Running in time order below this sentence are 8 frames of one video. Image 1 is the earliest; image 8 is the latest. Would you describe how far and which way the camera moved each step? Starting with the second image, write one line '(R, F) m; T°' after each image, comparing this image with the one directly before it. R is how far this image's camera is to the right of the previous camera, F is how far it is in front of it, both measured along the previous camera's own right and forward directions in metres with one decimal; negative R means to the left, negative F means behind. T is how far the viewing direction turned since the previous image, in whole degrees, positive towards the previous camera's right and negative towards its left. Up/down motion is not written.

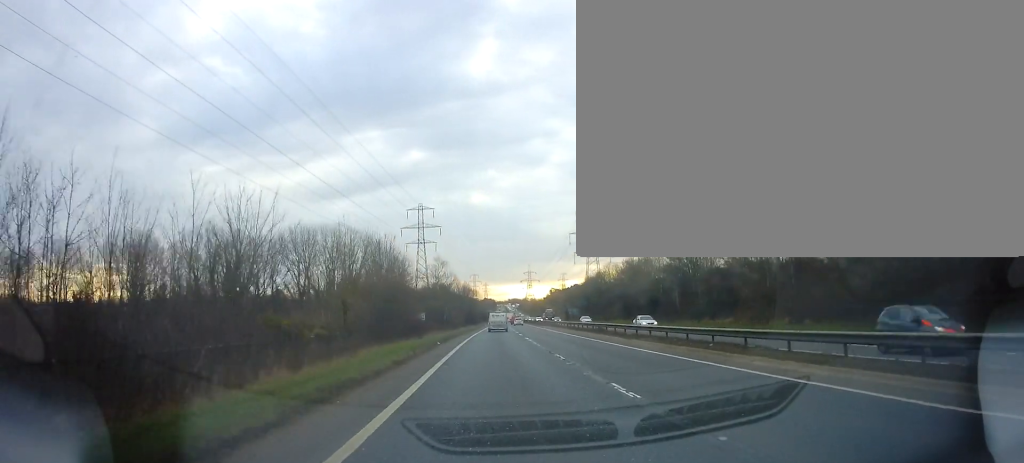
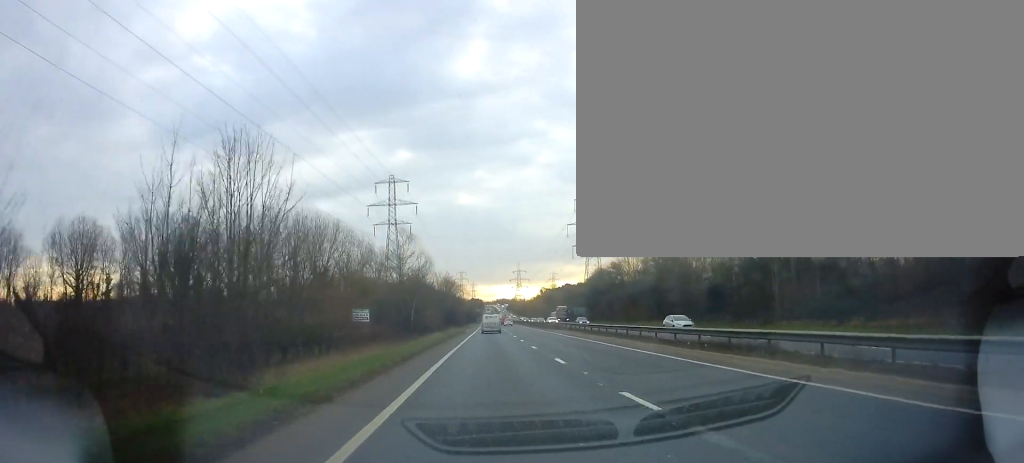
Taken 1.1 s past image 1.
(+0.1, +30.4) m; 0°
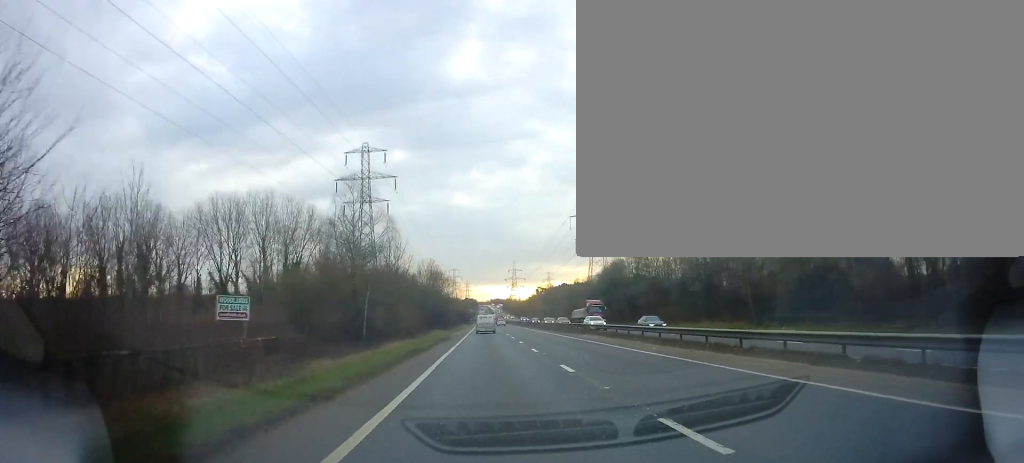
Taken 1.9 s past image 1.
(-0.3, +21.8) m; 0°
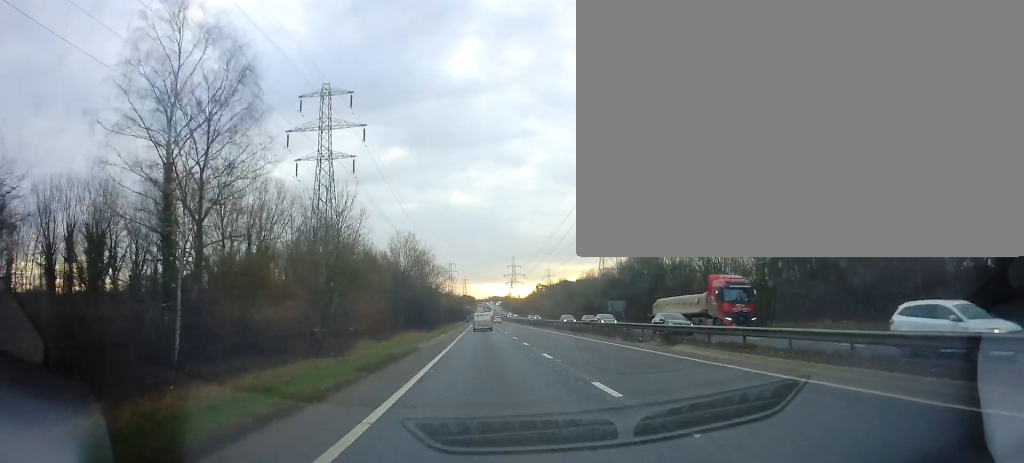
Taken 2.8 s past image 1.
(+0.2, +23.8) m; +1°
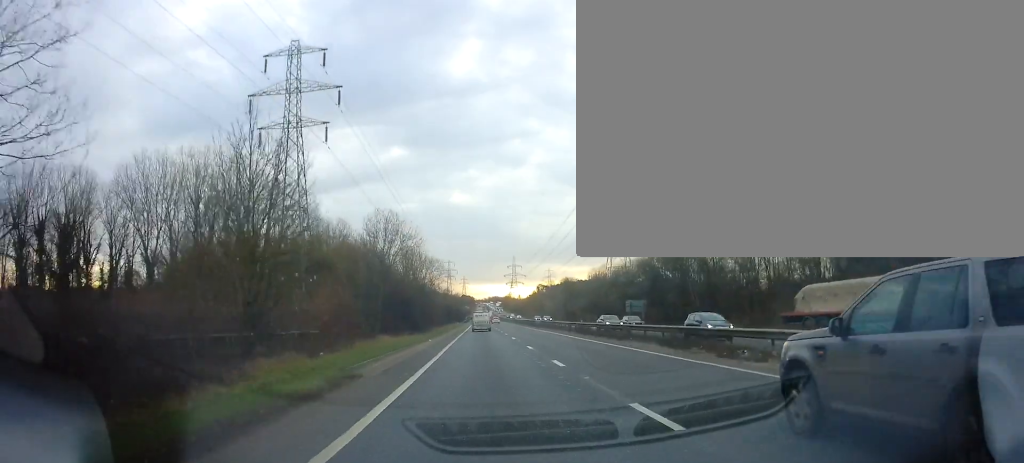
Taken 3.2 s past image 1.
(+0.1, +12.2) m; 0°
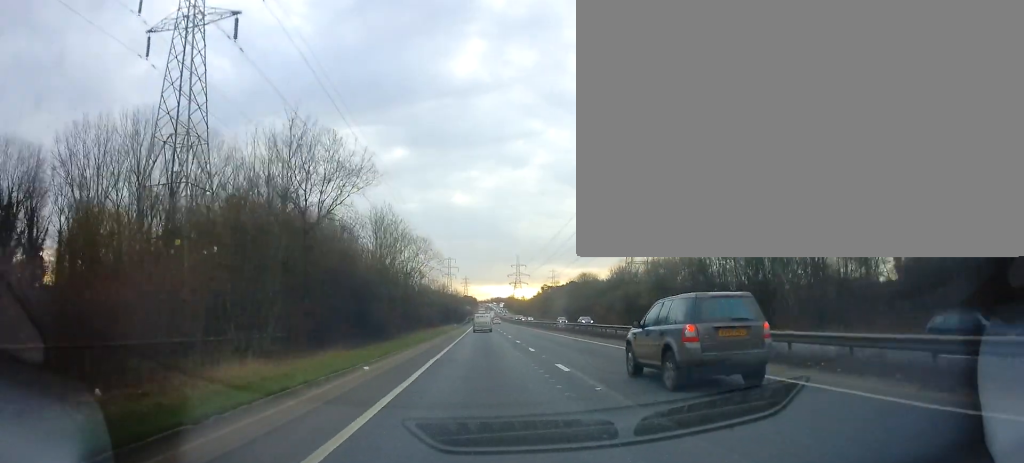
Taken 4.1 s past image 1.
(0.0, +22.5) m; 0°
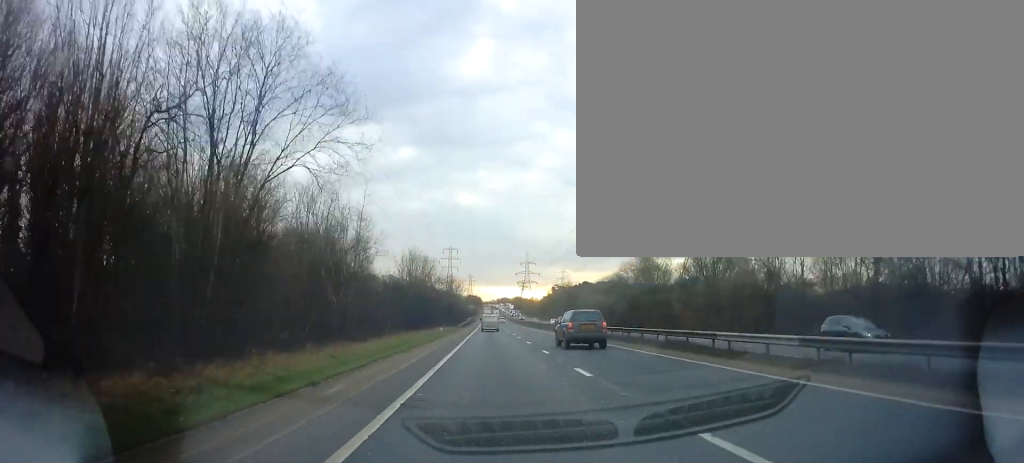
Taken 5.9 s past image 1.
(+0.3, +46.4) m; +1°
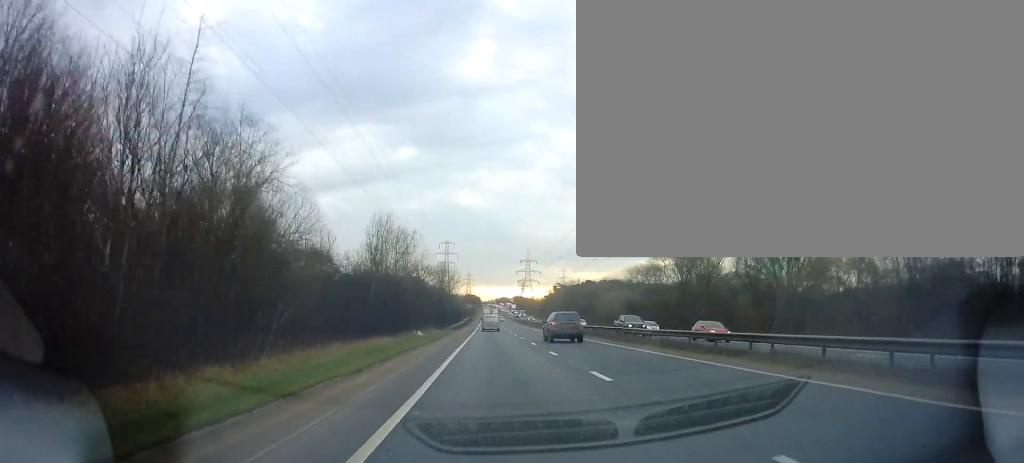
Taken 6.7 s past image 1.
(0.0, +19.6) m; 0°
